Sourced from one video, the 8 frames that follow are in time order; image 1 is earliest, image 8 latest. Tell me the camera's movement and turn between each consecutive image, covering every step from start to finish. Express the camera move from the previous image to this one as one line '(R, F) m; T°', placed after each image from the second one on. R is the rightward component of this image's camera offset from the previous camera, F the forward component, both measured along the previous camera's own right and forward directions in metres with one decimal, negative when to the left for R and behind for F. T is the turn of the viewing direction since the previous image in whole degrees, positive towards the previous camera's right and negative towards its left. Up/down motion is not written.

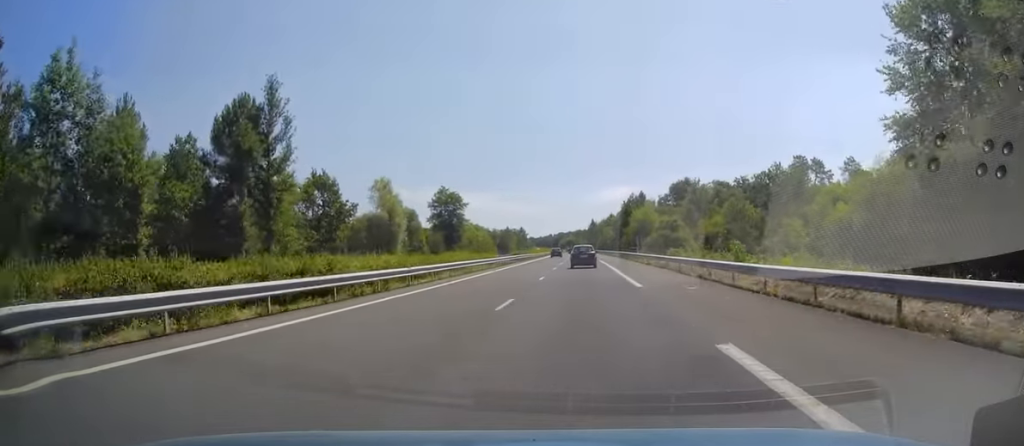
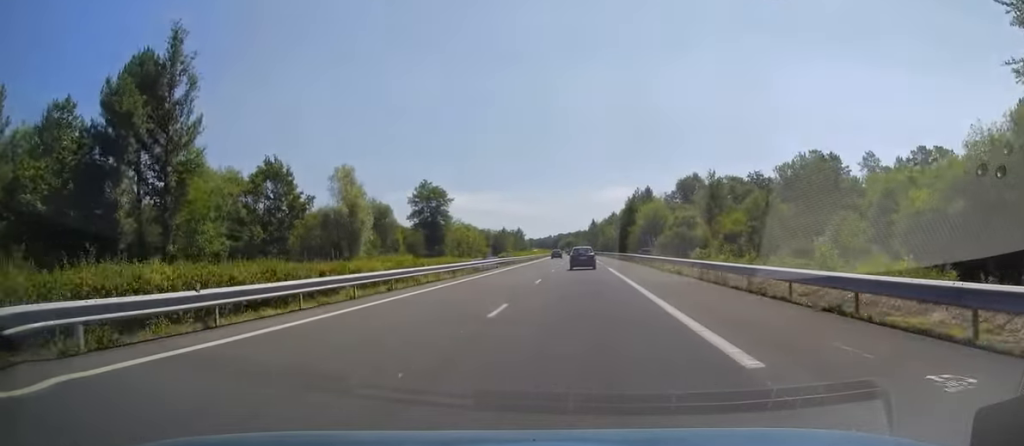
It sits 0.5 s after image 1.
(+0.3, +14.2) m; 0°
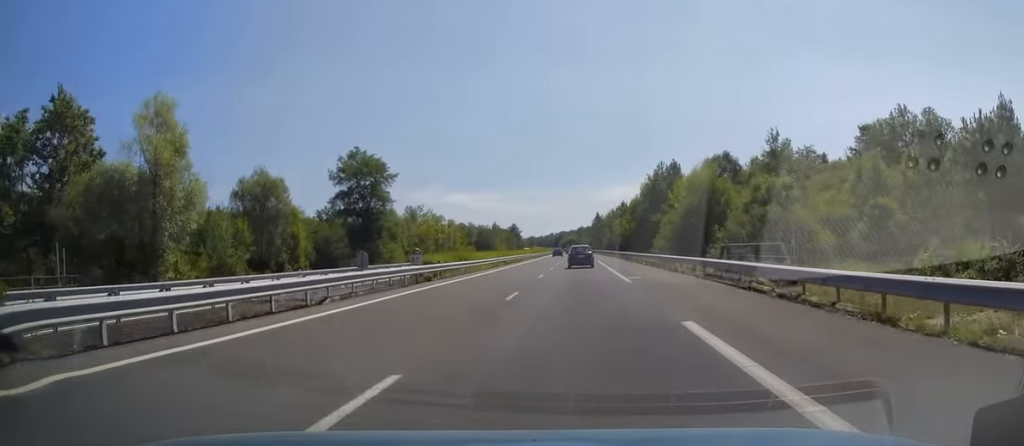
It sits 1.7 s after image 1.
(-0.9, +35.2) m; -1°
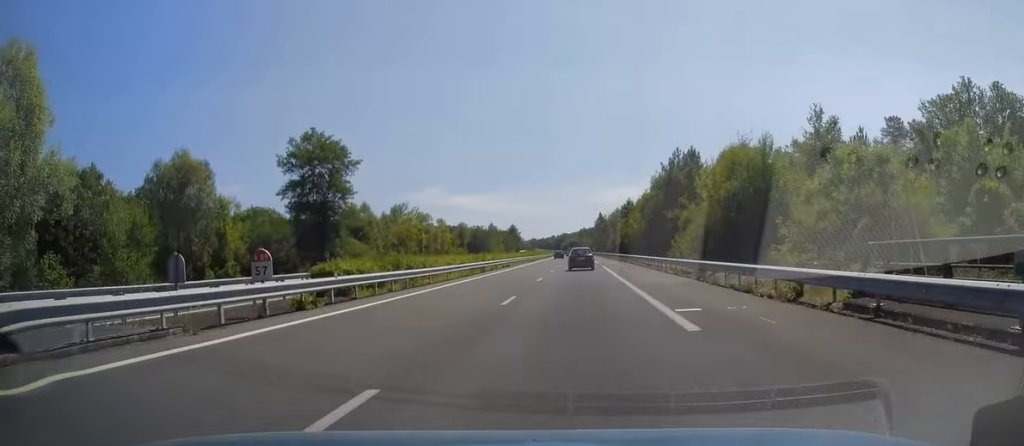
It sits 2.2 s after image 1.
(+0.2, +13.7) m; 0°
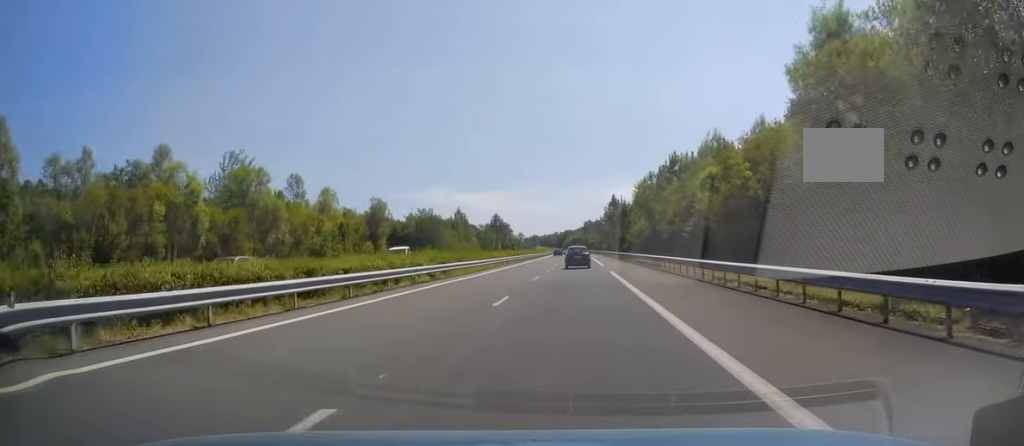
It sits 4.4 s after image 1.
(+0.3, +66.4) m; -1°
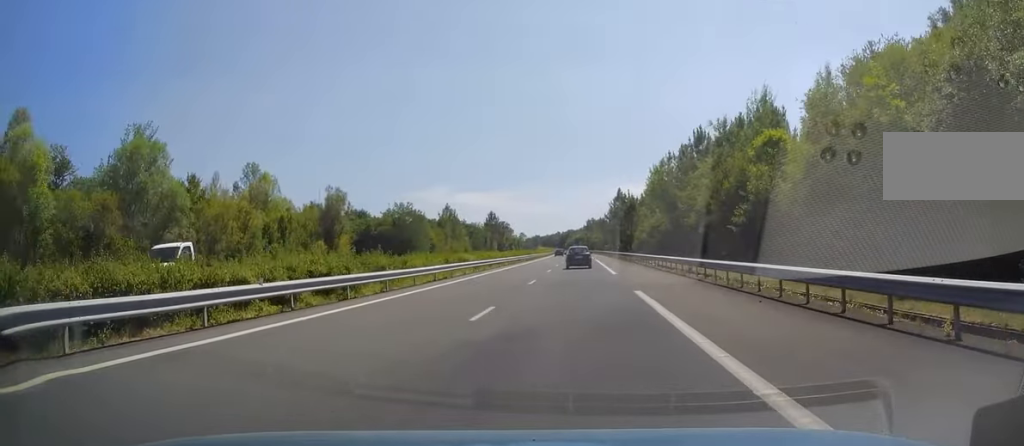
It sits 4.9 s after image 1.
(-0.2, +16.2) m; 0°
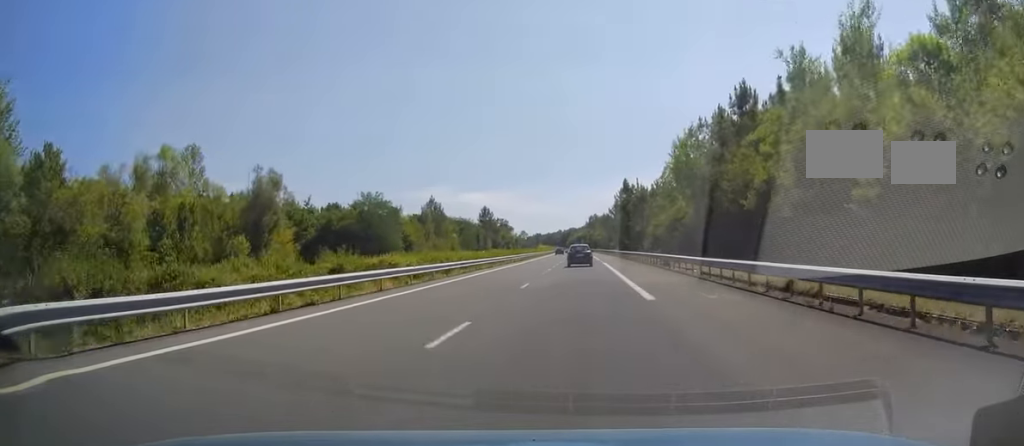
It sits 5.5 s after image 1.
(-0.3, +16.7) m; 0°
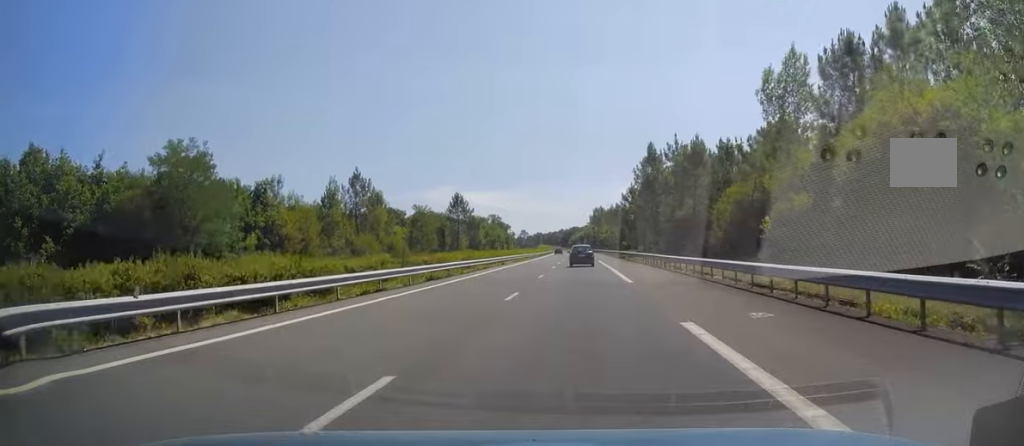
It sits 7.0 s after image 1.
(+0.2, +44.2) m; 0°
